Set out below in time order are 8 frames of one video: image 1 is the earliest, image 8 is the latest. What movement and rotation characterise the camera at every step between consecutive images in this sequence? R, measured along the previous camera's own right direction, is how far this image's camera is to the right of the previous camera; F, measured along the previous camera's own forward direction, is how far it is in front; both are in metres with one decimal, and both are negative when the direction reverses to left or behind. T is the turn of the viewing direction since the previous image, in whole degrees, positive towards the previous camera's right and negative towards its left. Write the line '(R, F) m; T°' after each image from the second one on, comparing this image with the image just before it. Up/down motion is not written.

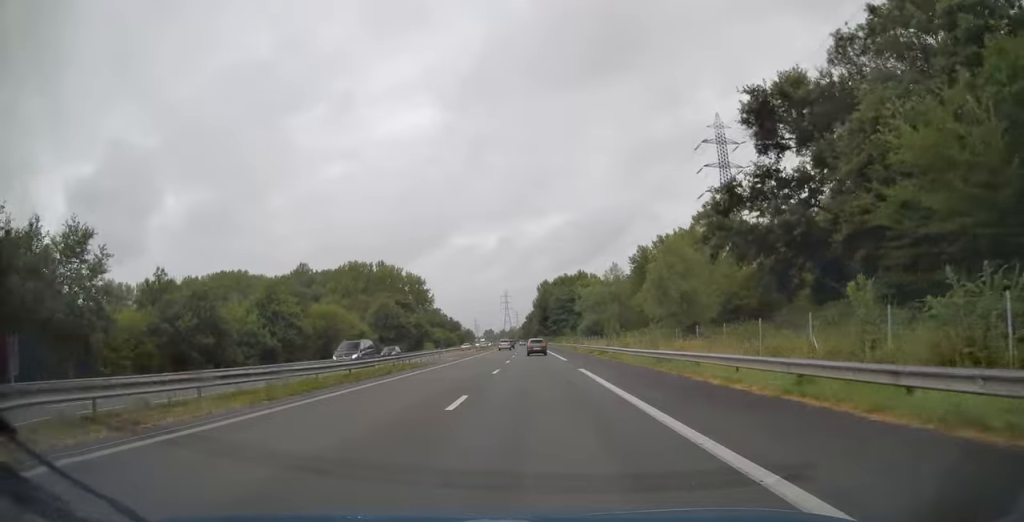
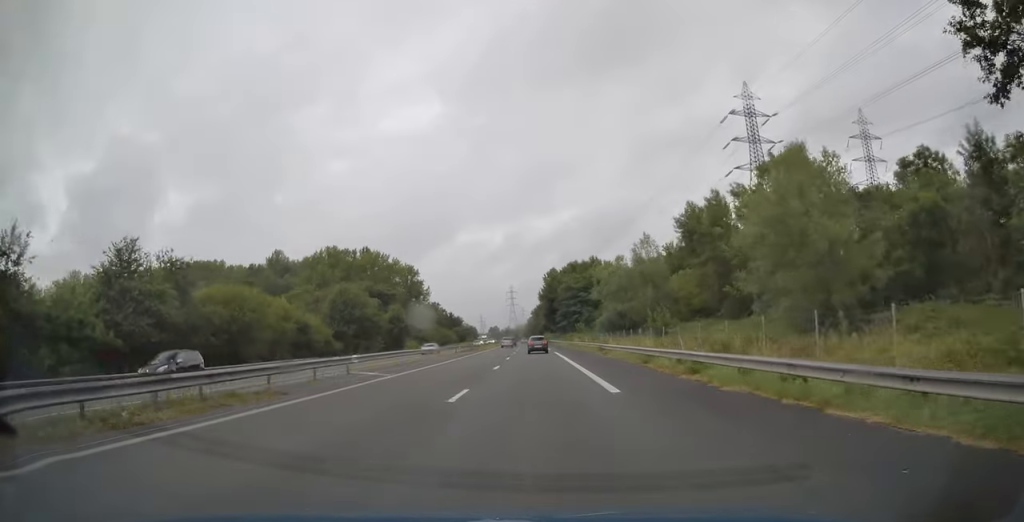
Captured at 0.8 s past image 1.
(-0.1, +24.5) m; -1°
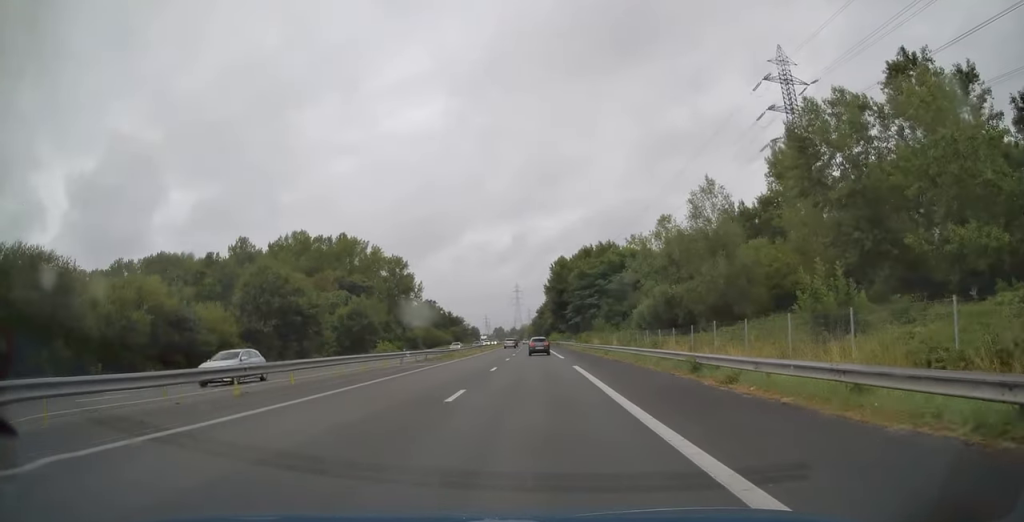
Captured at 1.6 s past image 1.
(-0.3, +25.9) m; -1°
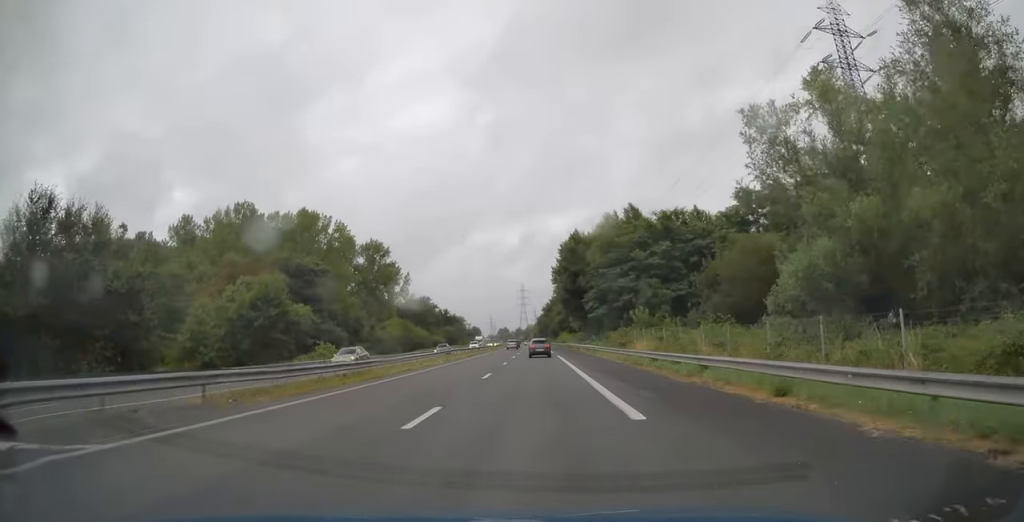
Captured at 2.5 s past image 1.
(-0.1, +30.1) m; -1°
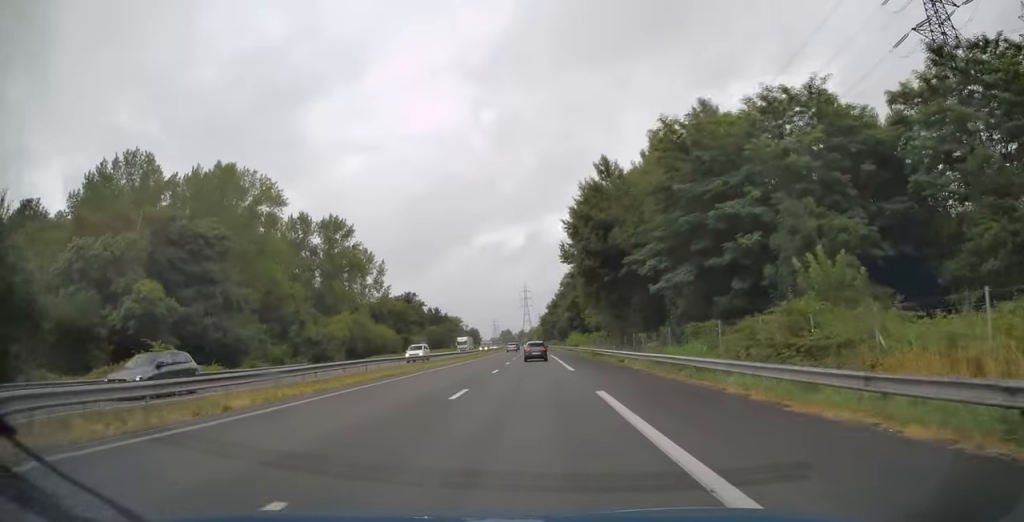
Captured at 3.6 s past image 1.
(-0.2, +33.8) m; -1°
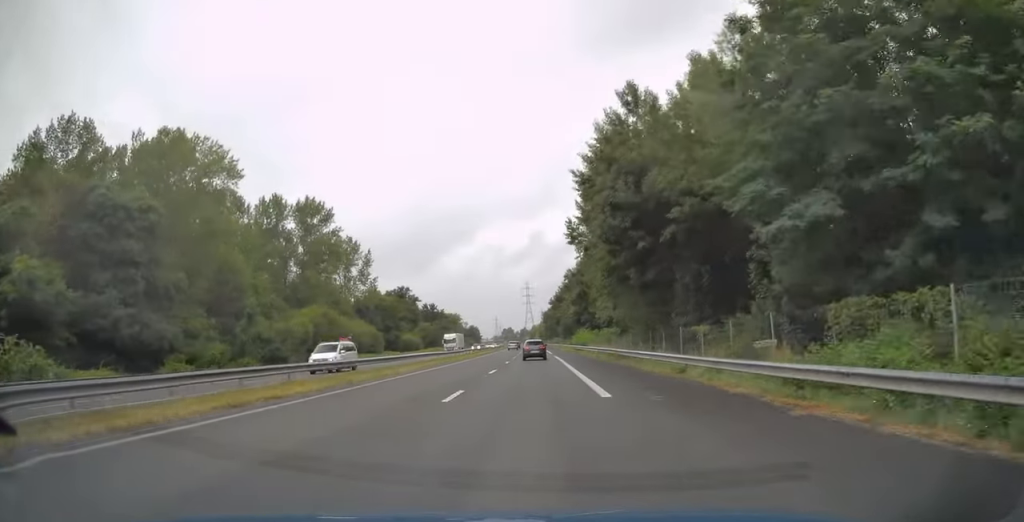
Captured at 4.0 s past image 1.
(0.0, +14.2) m; 0°
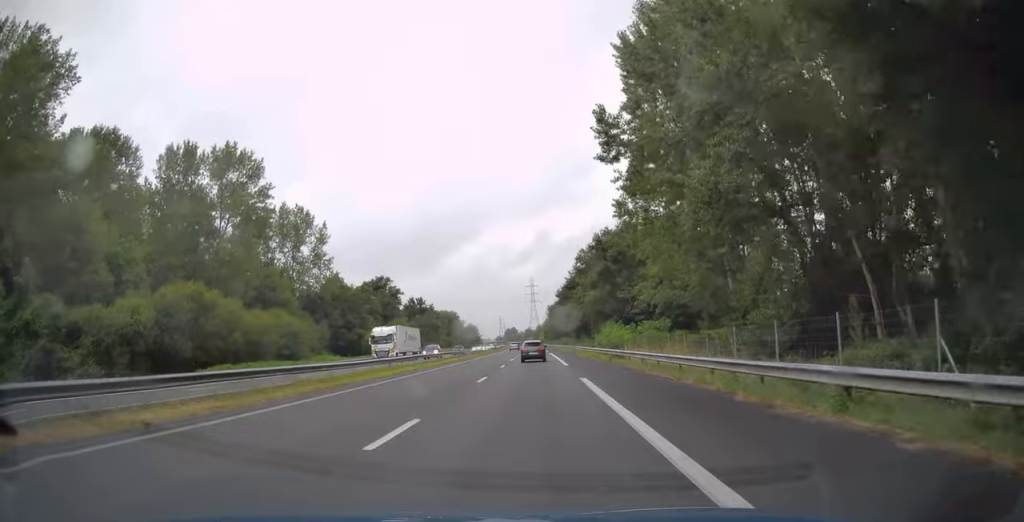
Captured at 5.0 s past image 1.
(0.0, +31.6) m; 0°
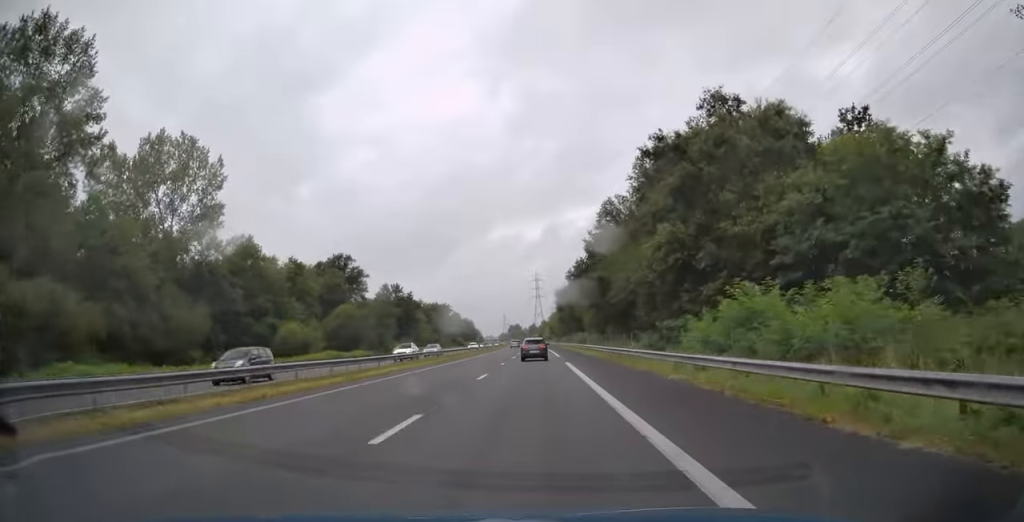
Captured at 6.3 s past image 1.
(-0.2, +38.9) m; 0°
